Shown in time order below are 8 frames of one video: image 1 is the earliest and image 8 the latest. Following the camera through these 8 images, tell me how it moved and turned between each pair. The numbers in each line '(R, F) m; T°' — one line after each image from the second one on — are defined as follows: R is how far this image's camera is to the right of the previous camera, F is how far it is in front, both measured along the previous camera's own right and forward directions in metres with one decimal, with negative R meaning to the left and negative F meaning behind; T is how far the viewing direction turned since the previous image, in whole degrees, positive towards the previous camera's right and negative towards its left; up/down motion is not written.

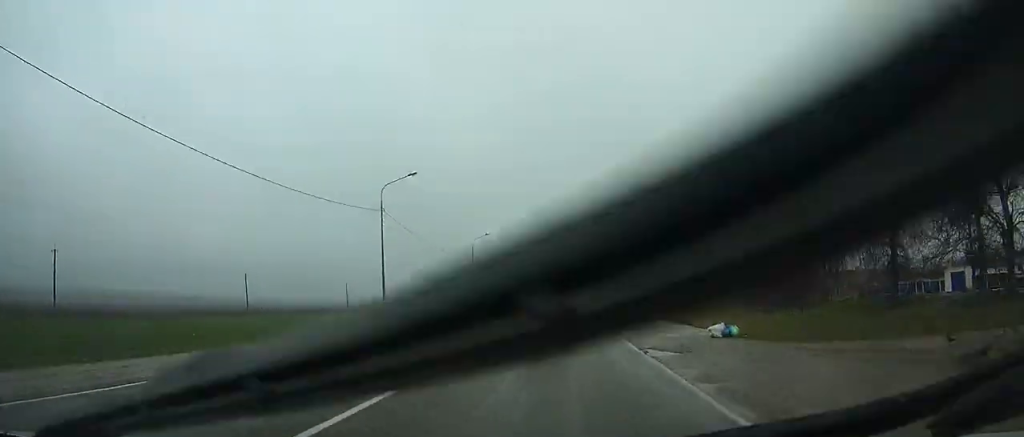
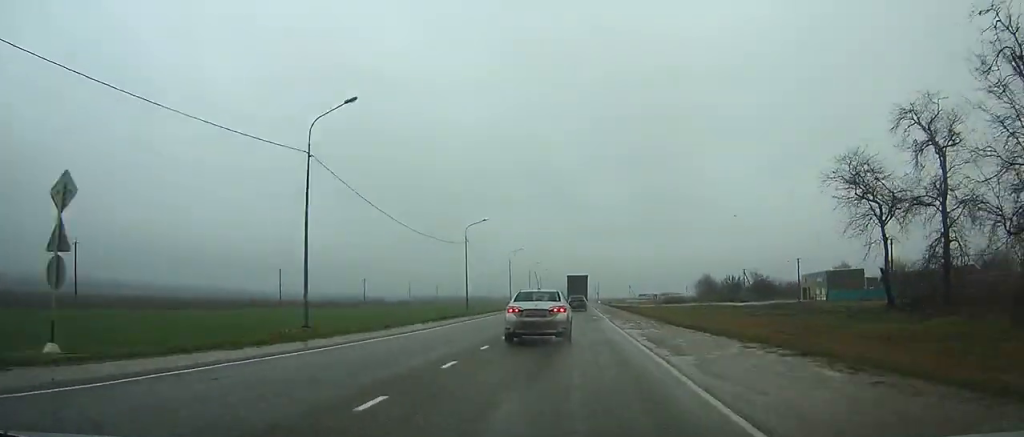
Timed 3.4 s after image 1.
(-0.3, +51.3) m; -1°
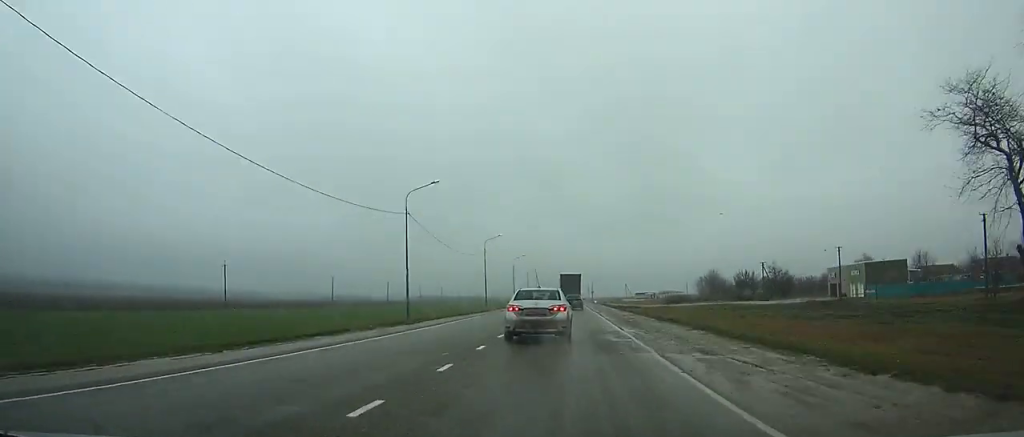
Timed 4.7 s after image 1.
(-0.1, +19.8) m; 0°
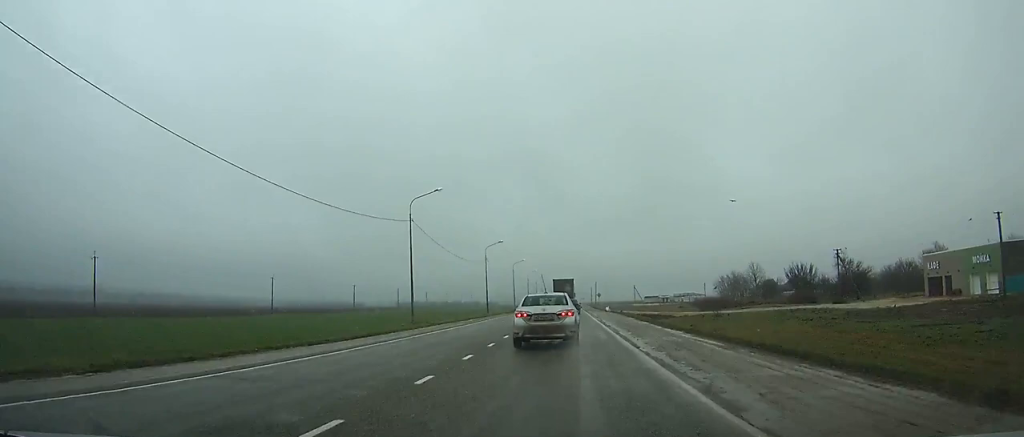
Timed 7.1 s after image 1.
(+0.1, +37.0) m; 0°
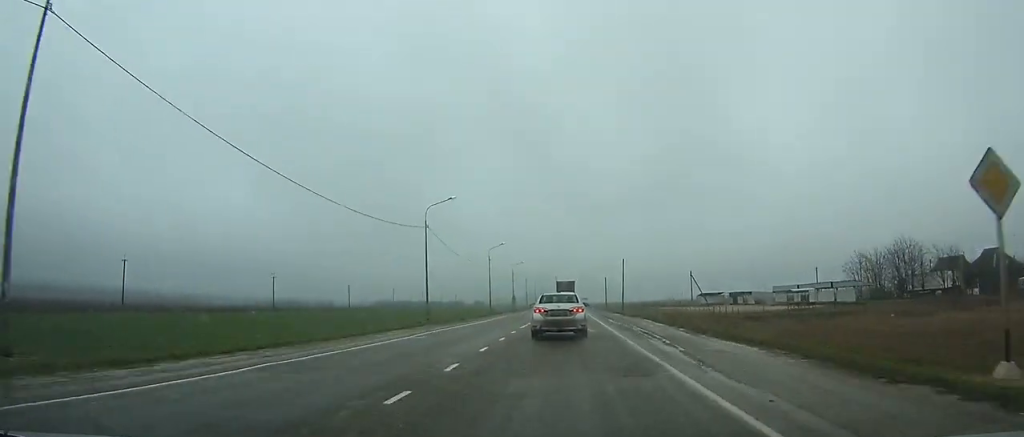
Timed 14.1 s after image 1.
(-0.3, +111.4) m; 0°
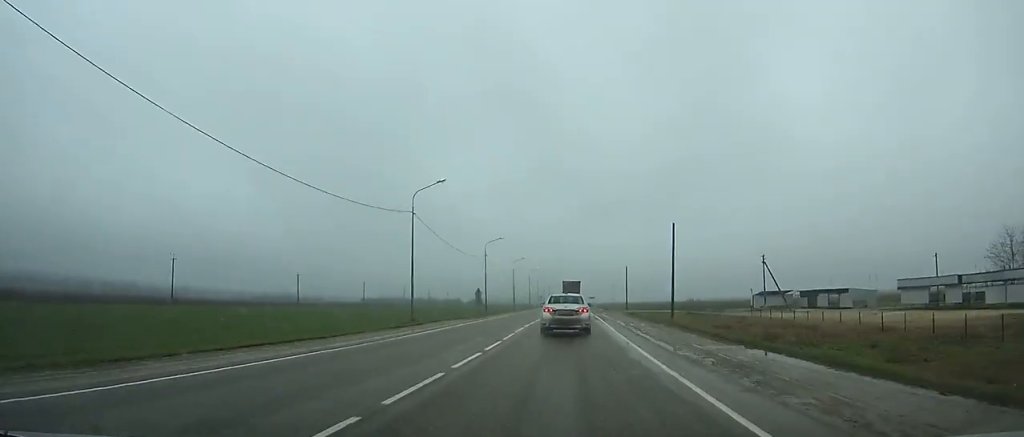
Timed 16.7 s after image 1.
(-0.1, +42.9) m; 0°
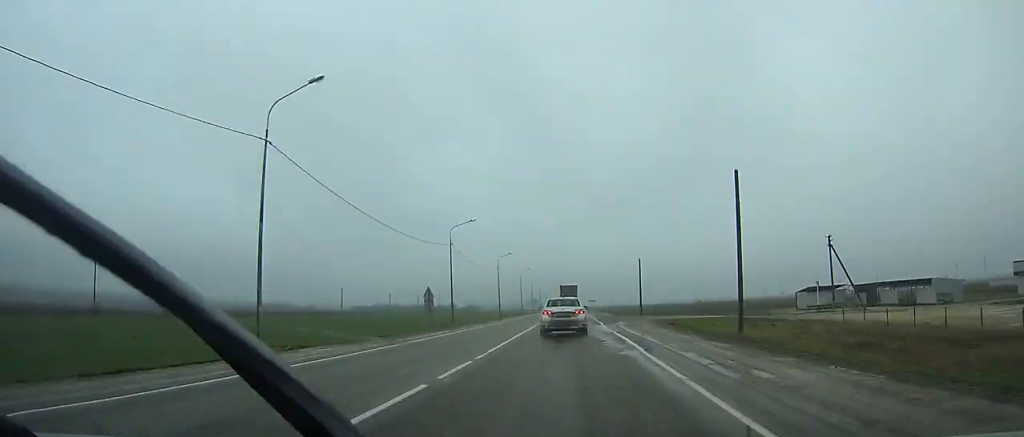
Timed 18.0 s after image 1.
(-0.1, +21.9) m; 0°
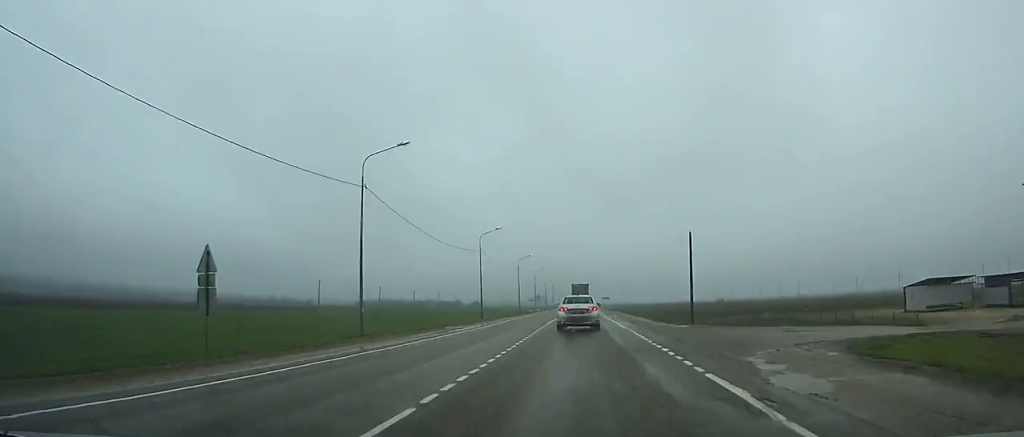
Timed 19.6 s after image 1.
(-0.1, +27.1) m; 0°
